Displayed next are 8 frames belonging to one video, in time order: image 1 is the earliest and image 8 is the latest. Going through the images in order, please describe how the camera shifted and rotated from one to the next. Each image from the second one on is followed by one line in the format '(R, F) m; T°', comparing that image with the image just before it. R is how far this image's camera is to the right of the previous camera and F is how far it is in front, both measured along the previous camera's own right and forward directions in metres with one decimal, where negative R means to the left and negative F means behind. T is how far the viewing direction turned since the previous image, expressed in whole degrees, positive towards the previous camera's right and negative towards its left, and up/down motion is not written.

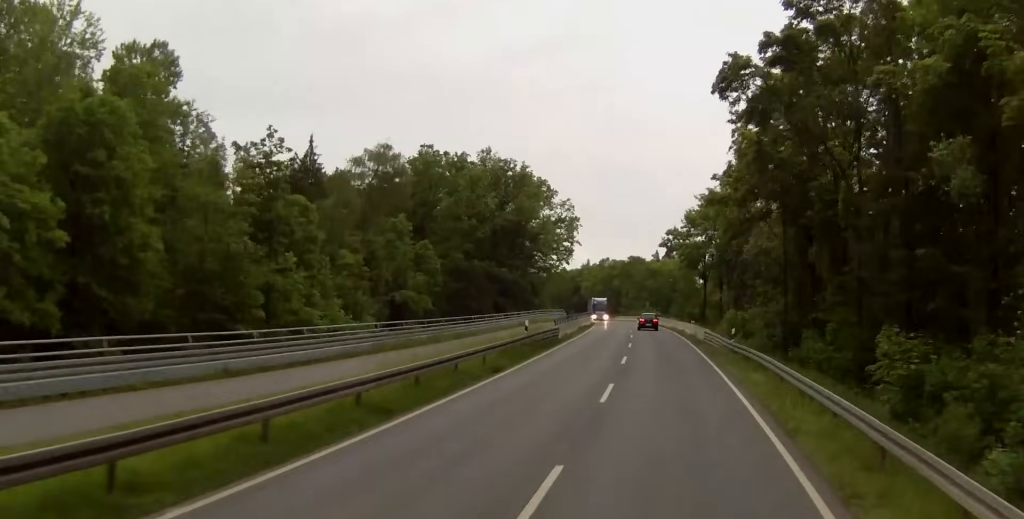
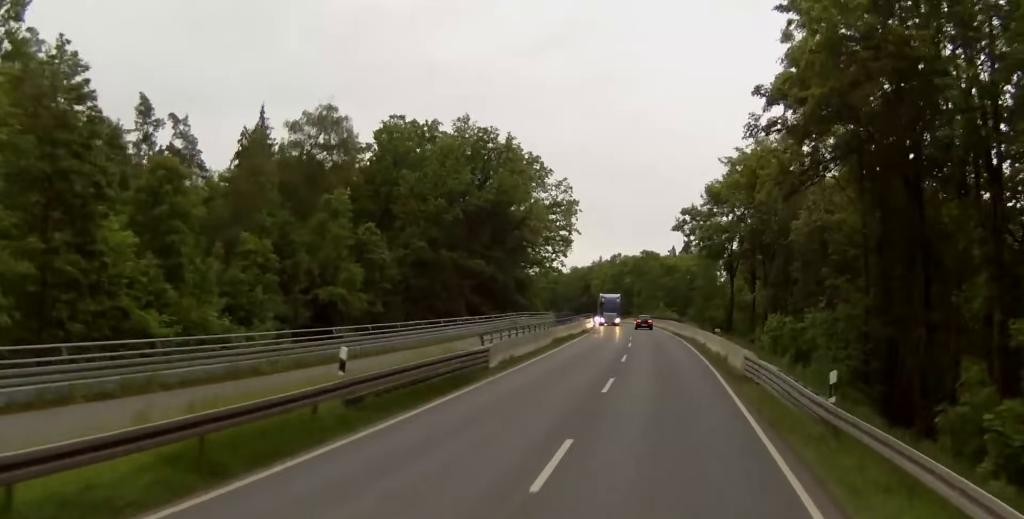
(-0.2, +20.6) m; -1°
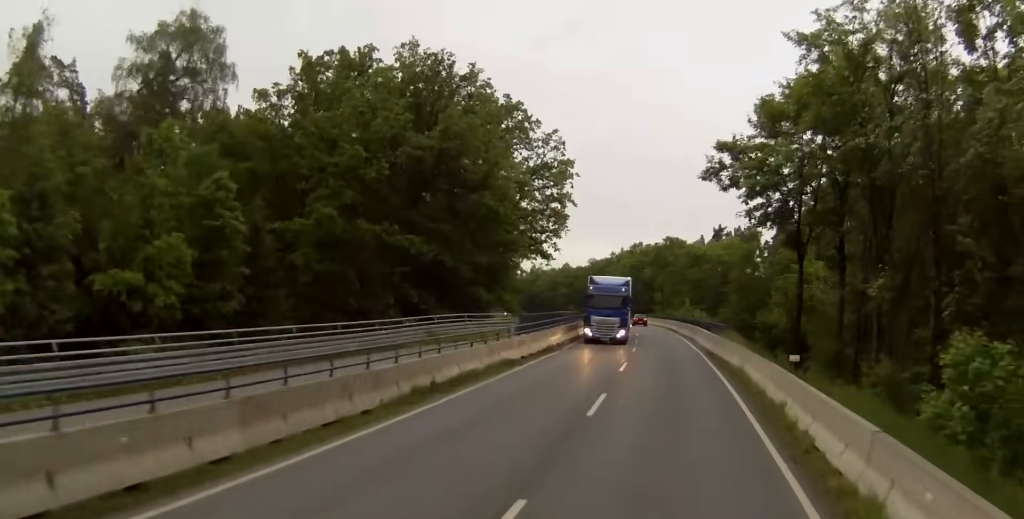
(-0.4, +29.2) m; -2°
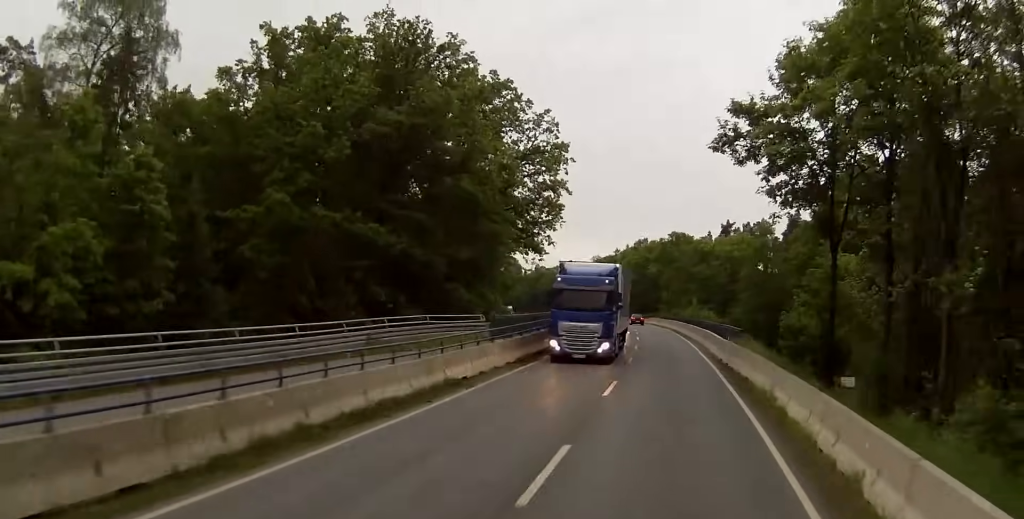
(0.0, +8.5) m; 0°
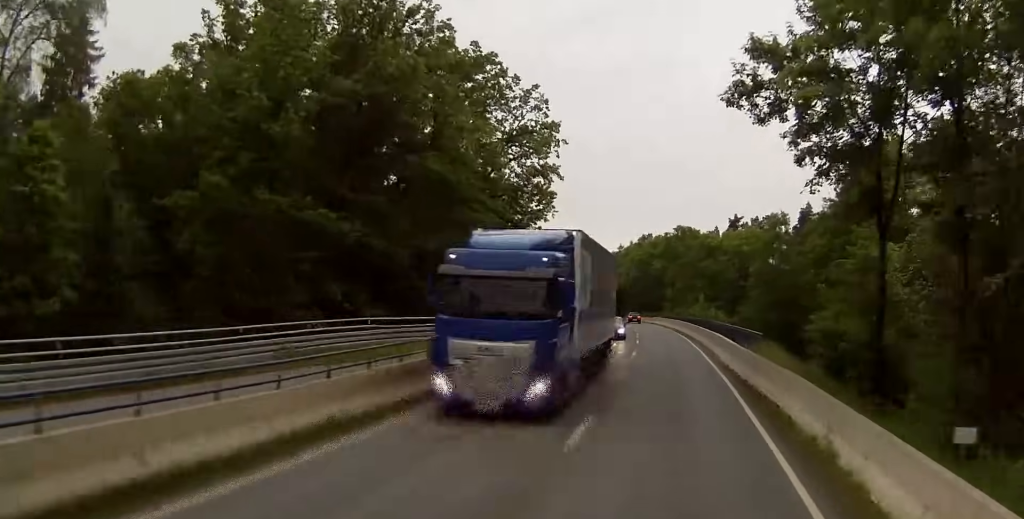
(0.0, +8.5) m; 0°
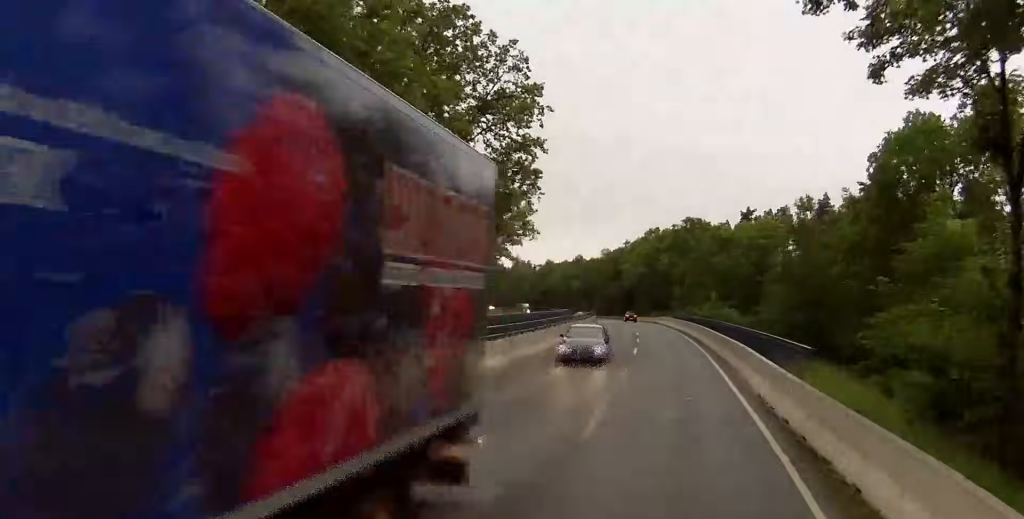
(-0.1, +11.9) m; -1°
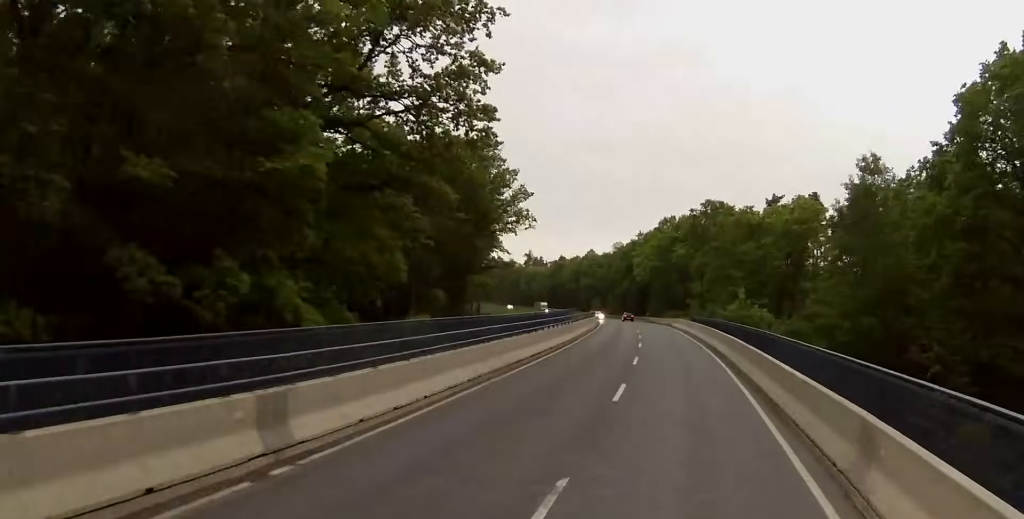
(-0.2, +21.1) m; -1°
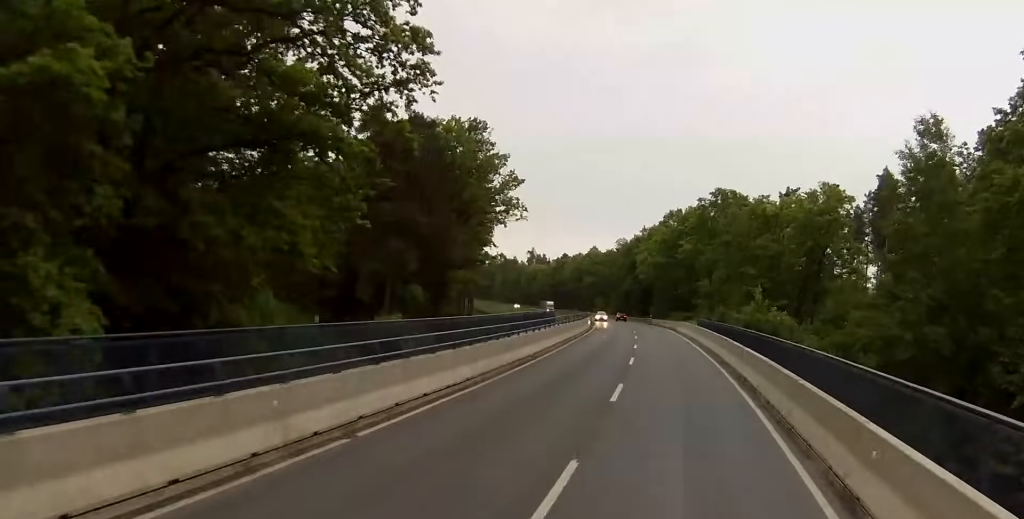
(+0.1, +13.4) m; -1°
